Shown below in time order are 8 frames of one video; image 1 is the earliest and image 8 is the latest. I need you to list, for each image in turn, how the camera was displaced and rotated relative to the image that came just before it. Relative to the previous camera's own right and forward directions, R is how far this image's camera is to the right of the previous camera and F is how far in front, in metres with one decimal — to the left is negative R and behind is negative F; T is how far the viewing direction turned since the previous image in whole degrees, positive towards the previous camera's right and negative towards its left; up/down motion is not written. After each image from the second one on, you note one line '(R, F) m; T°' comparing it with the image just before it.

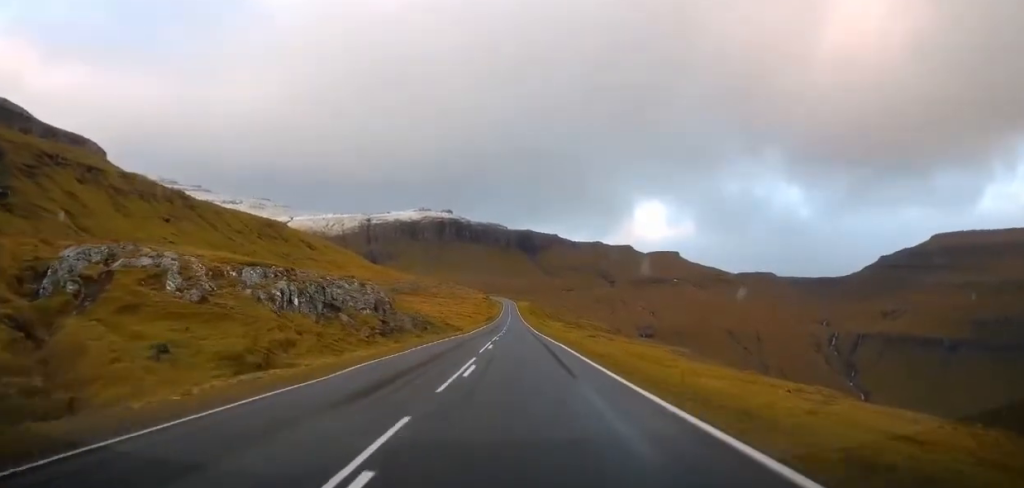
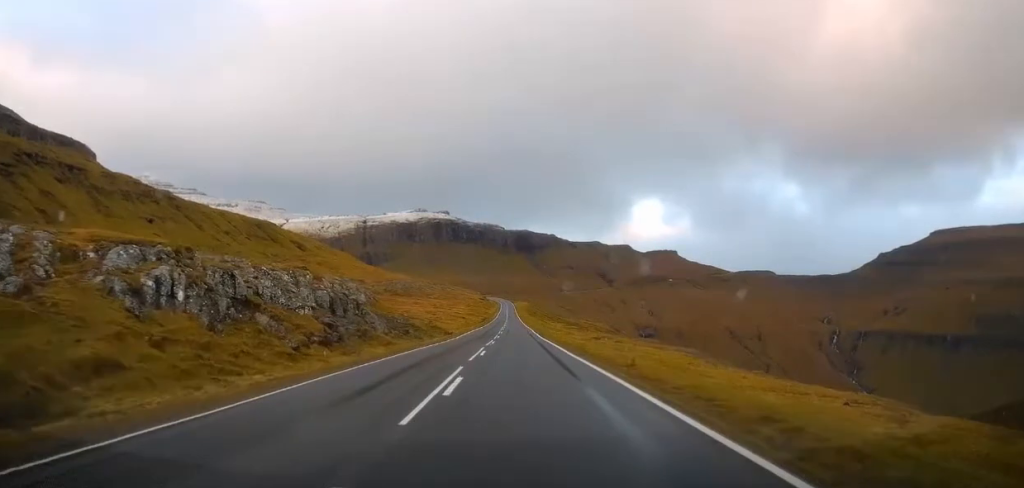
(0.0, +15.5) m; -1°
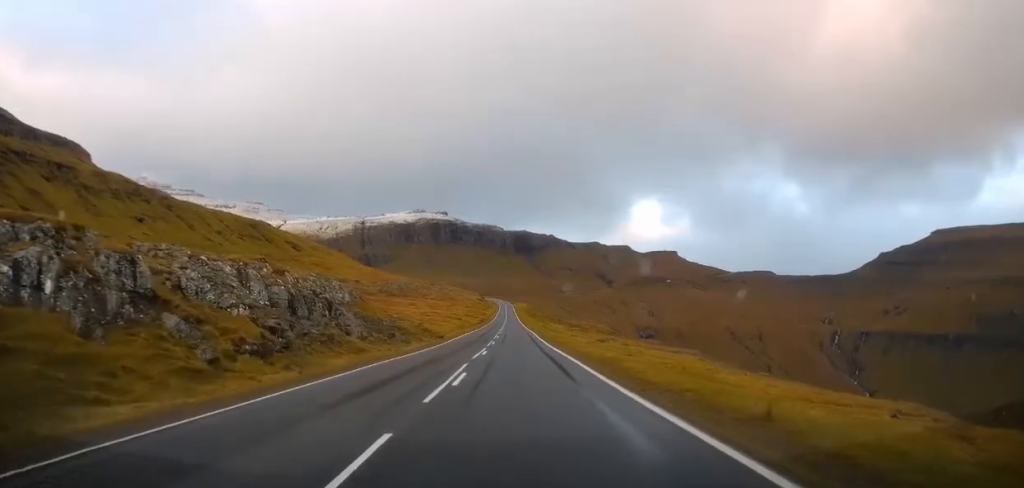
(-0.2, +9.4) m; 0°
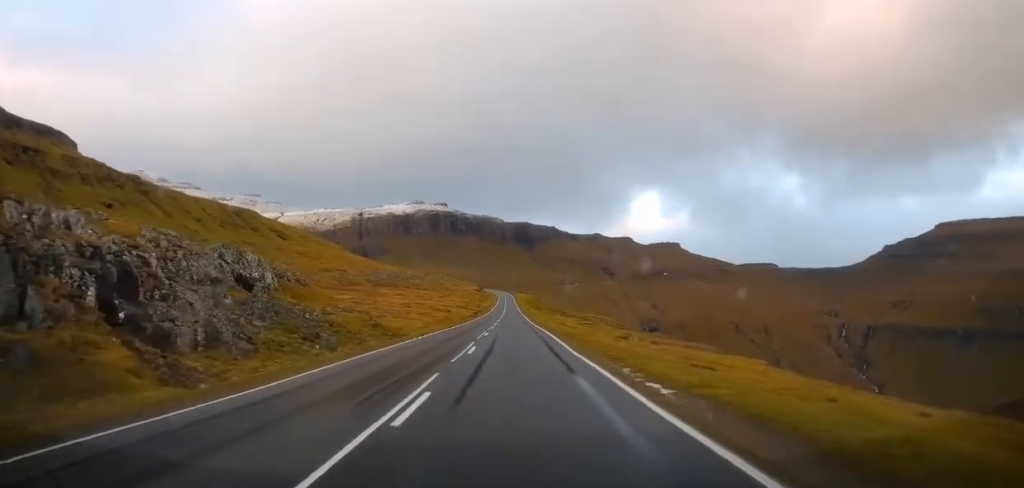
(+0.4, +30.3) m; +1°
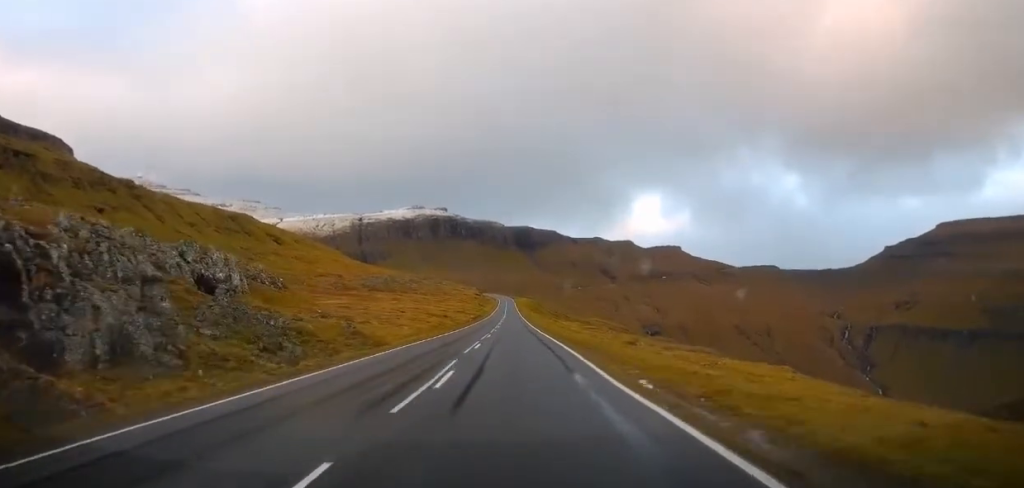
(0.0, +7.9) m; 0°
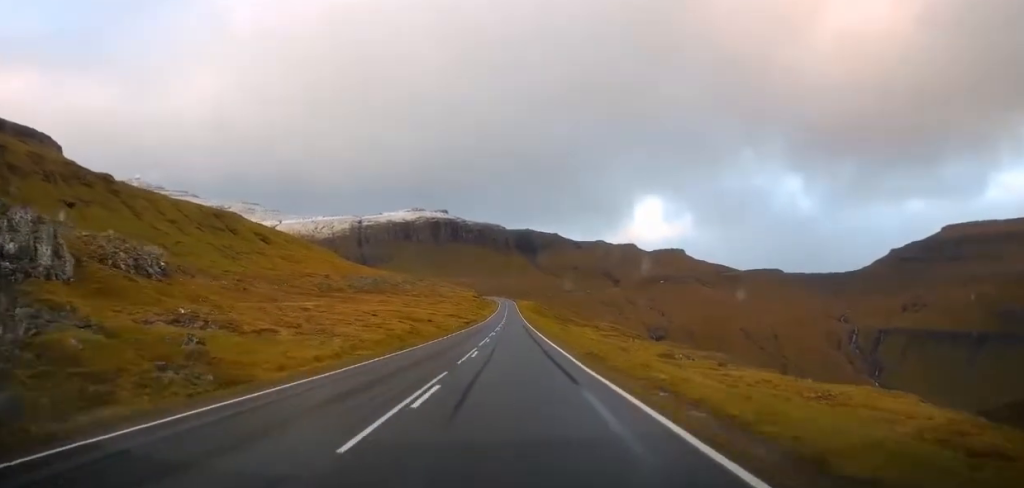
(0.0, +26.0) m; -1°
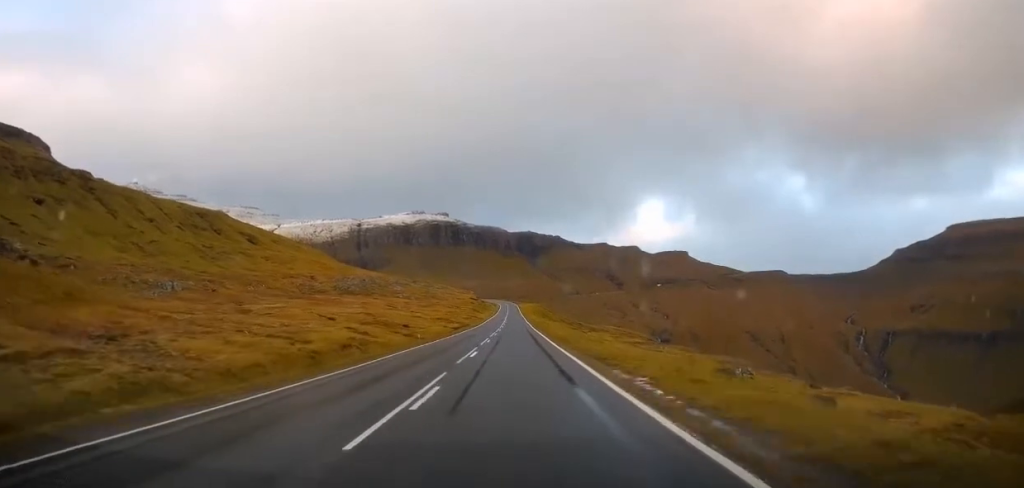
(-0.3, +24.0) m; -1°
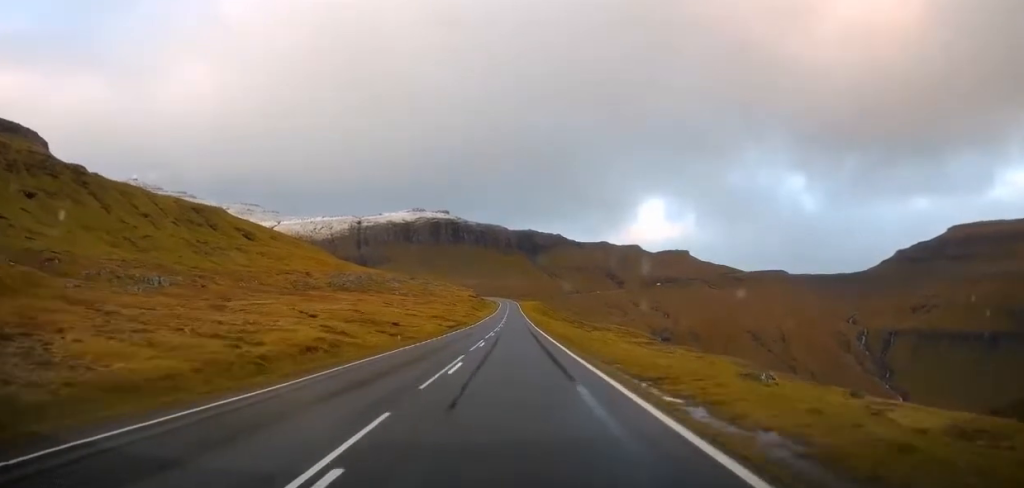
(0.0, +6.9) m; 0°
